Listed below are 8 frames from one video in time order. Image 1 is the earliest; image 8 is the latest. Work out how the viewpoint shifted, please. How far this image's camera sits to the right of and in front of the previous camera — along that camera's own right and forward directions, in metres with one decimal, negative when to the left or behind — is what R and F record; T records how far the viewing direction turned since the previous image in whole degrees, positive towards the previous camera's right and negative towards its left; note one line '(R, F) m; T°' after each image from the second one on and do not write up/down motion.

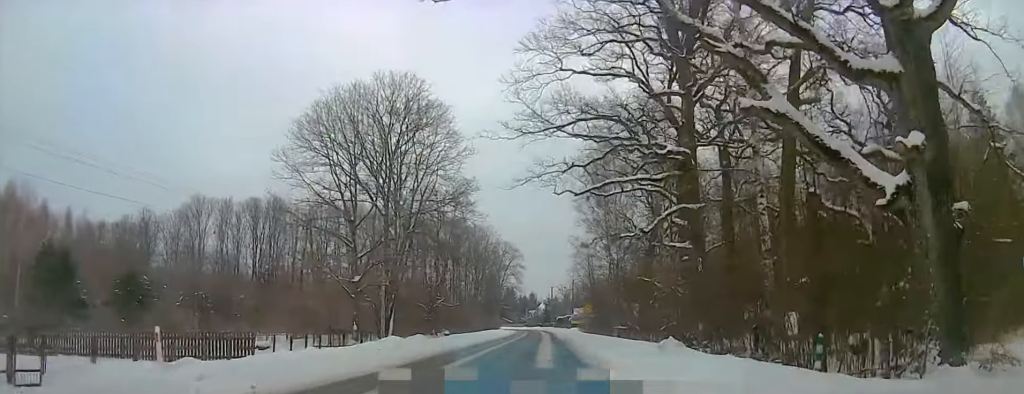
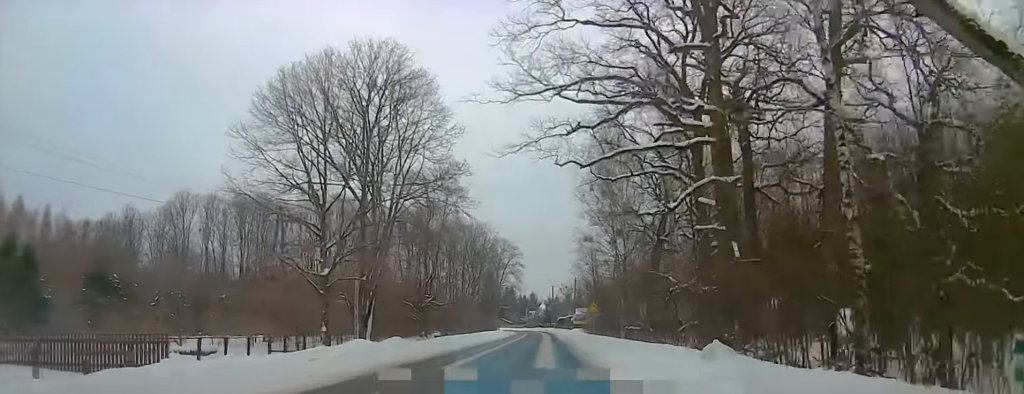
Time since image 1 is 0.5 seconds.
(0.0, +6.3) m; 0°
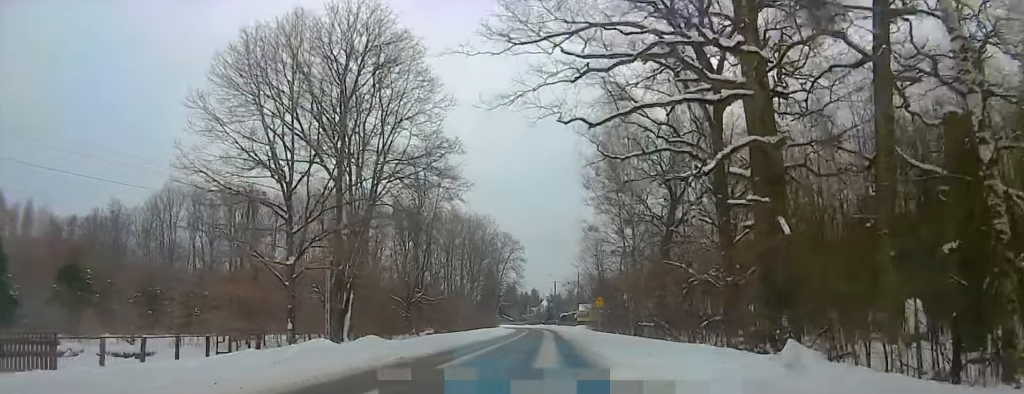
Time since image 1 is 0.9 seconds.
(0.0, +5.4) m; 0°
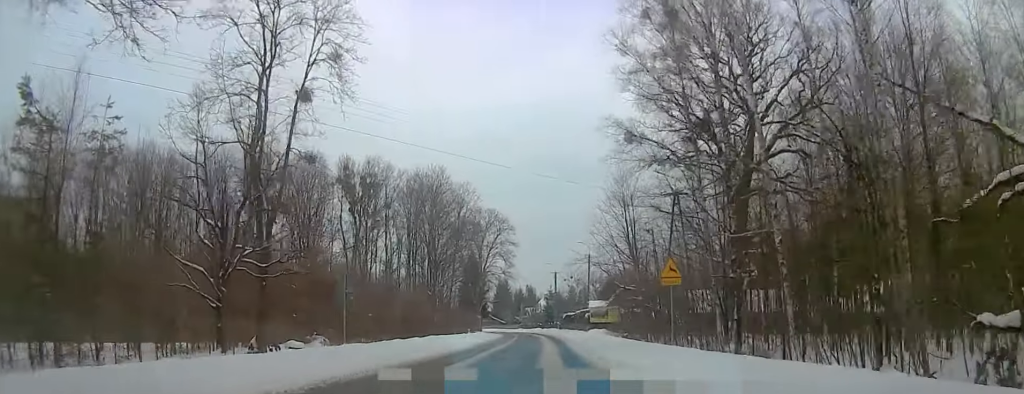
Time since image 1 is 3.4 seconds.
(-0.7, +33.0) m; -3°
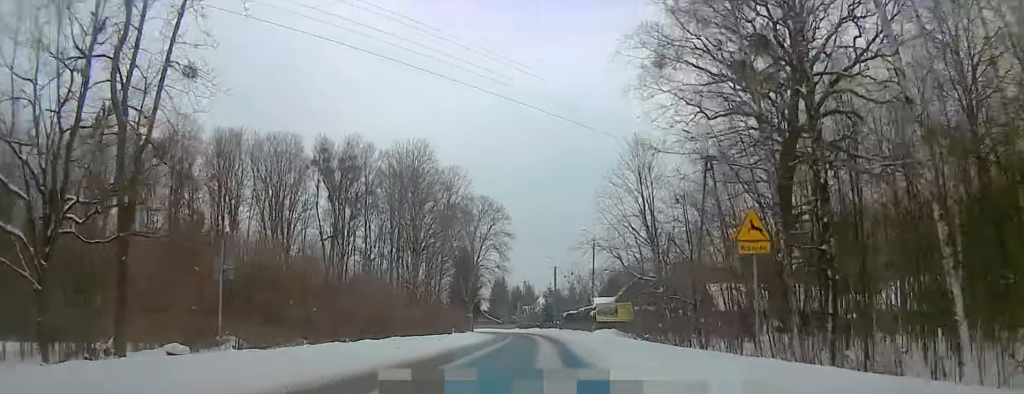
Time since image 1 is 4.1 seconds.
(0.0, +9.8) m; 0°
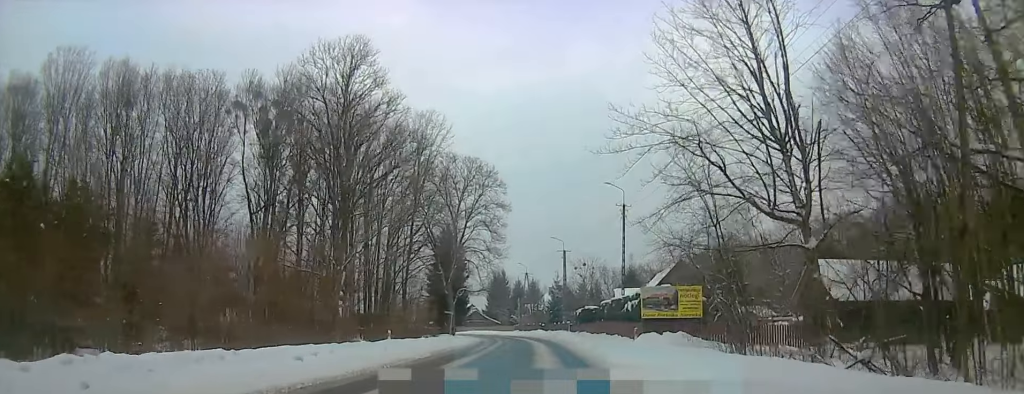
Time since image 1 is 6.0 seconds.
(0.0, +23.9) m; 0°
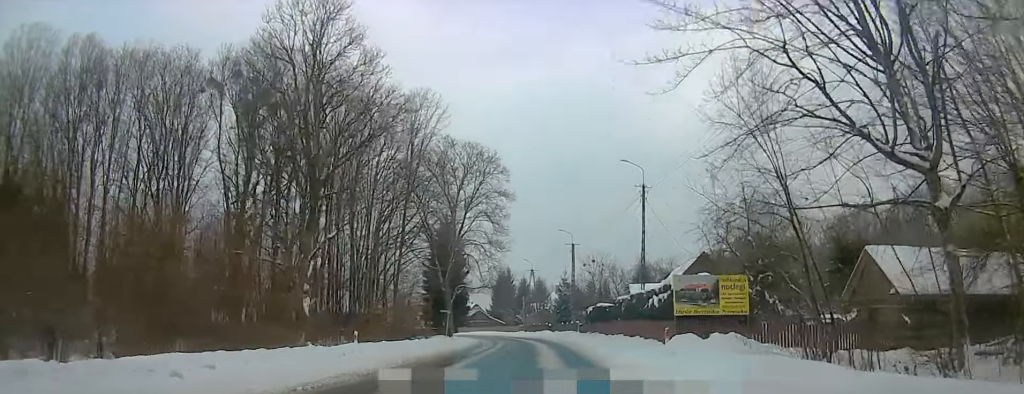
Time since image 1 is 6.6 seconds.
(0.0, +6.6) m; 0°
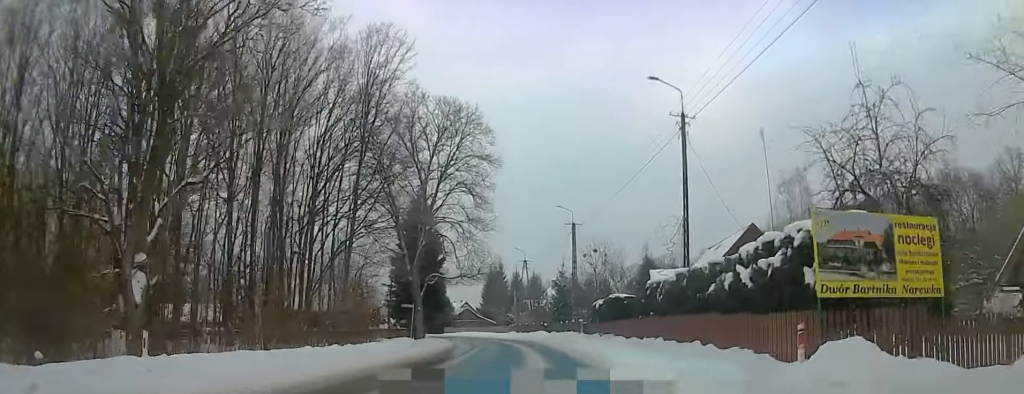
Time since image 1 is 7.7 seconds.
(0.0, +13.9) m; 0°
